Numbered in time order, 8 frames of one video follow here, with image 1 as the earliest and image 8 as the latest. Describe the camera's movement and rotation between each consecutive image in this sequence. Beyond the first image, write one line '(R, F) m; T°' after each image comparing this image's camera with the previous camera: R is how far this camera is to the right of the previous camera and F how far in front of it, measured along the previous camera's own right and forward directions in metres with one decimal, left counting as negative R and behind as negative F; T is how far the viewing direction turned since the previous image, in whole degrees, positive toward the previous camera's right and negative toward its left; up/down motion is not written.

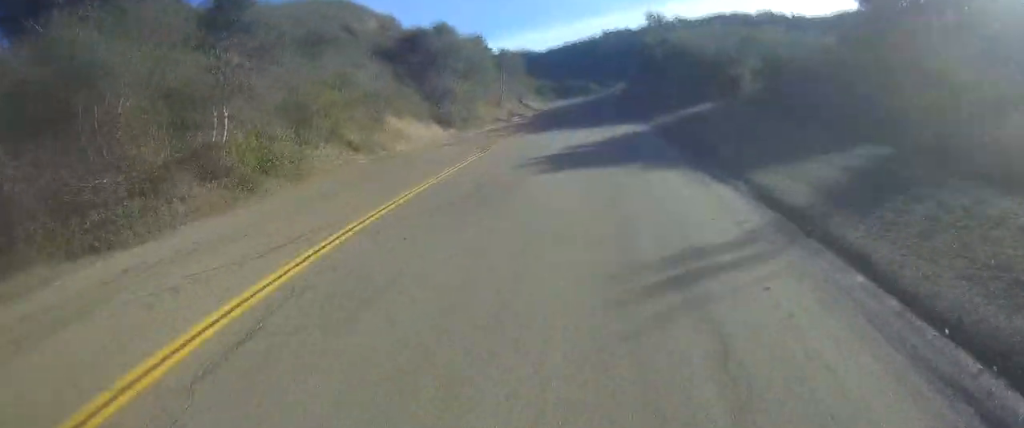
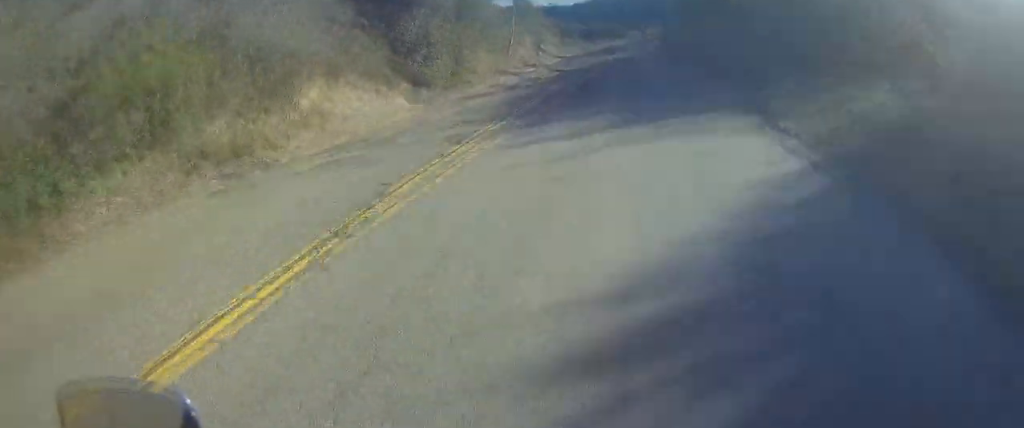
(+0.2, +13.6) m; 0°
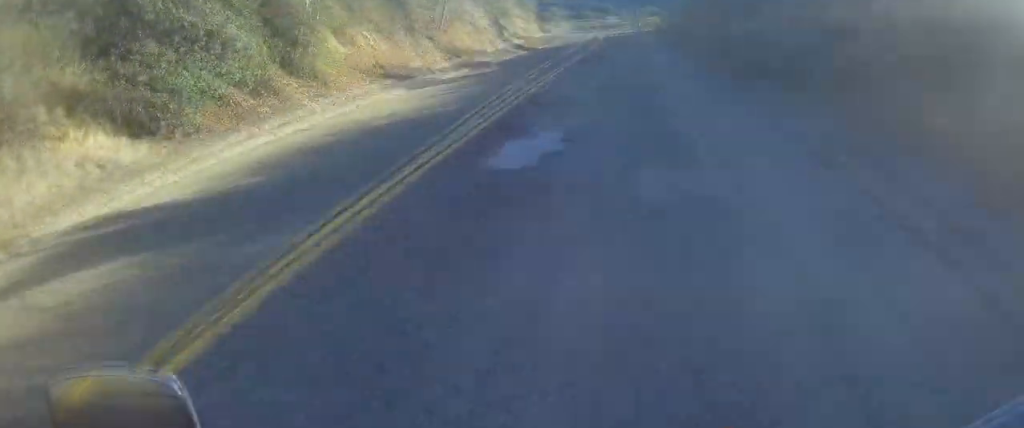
(-0.3, +18.8) m; -1°
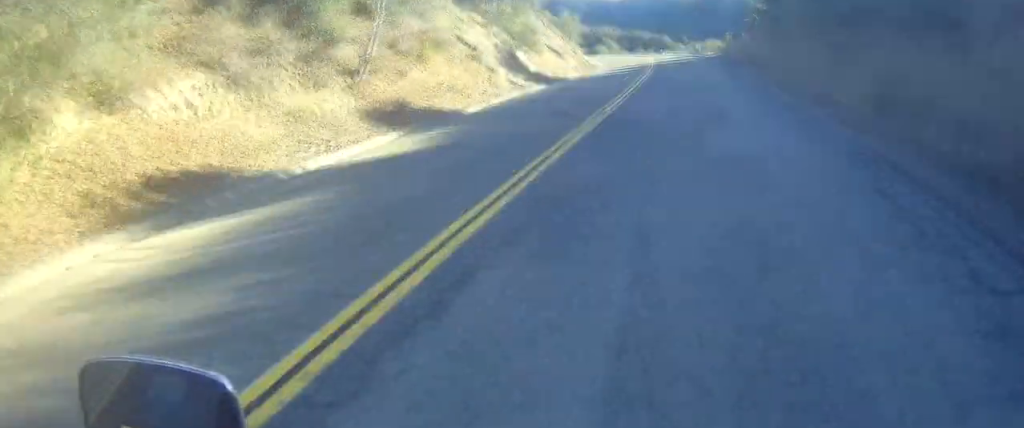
(+0.1, +13.5) m; +2°
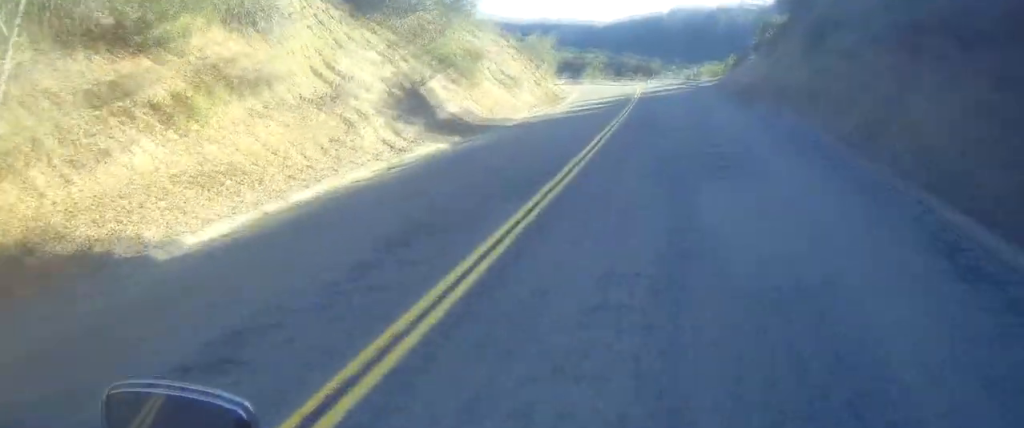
(+0.3, +12.5) m; +2°
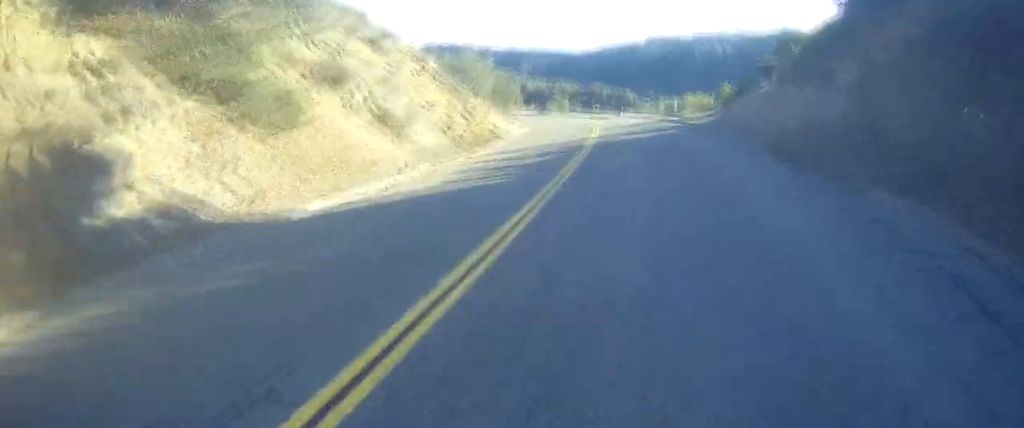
(+0.4, +15.2) m; +1°
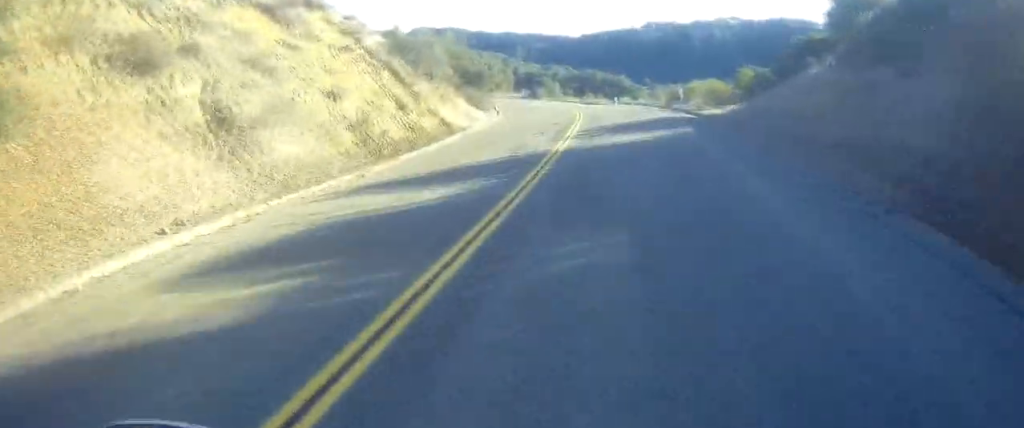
(+0.1, +11.0) m; -1°
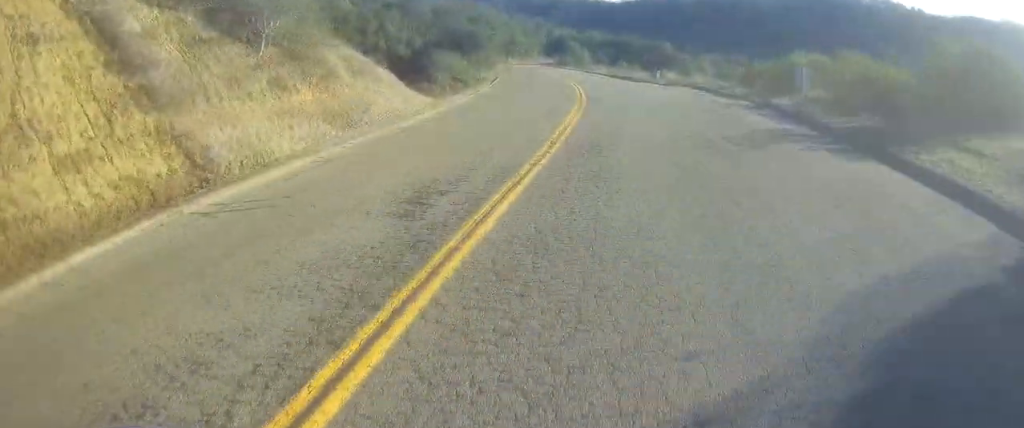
(-0.6, +22.9) m; -2°
